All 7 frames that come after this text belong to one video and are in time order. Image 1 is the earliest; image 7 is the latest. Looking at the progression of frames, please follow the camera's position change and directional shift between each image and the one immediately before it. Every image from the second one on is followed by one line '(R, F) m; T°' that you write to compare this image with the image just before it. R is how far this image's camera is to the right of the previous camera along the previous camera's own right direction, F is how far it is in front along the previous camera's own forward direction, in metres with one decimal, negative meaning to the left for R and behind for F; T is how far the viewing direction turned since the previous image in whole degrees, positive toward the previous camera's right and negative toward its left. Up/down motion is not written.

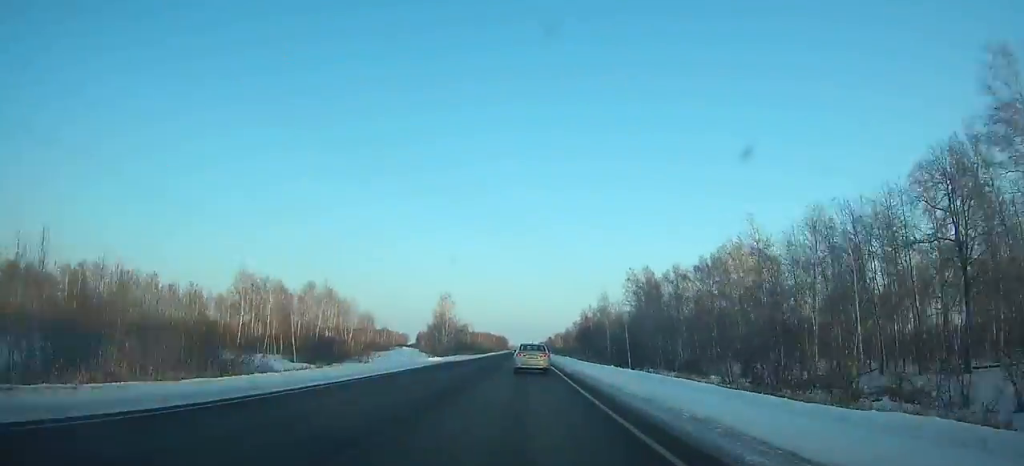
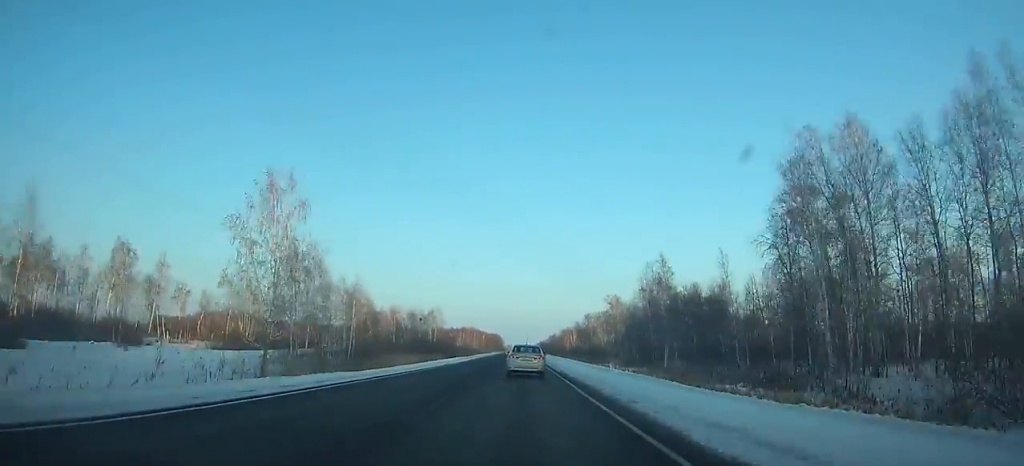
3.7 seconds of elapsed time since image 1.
(+0.1, +90.8) m; 0°
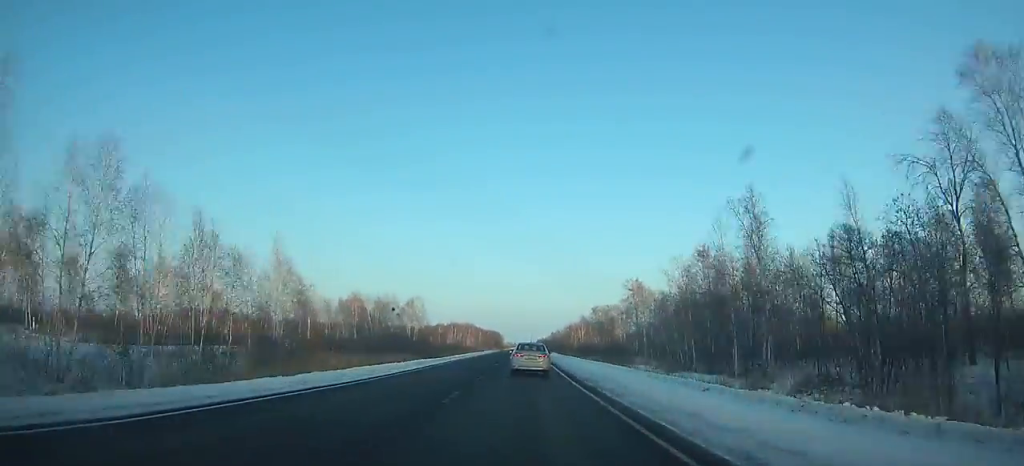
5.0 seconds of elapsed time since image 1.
(-0.1, +31.9) m; 0°
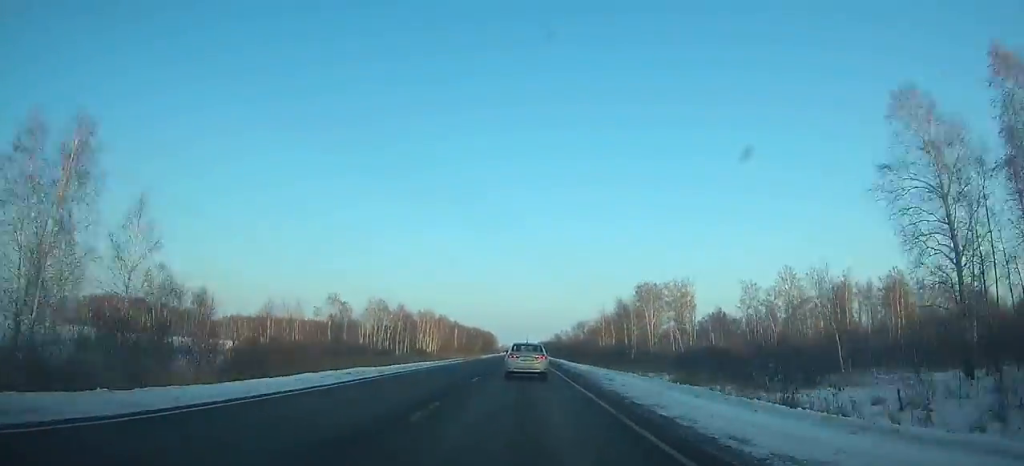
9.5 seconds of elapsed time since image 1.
(+0.5, +110.3) m; 0°
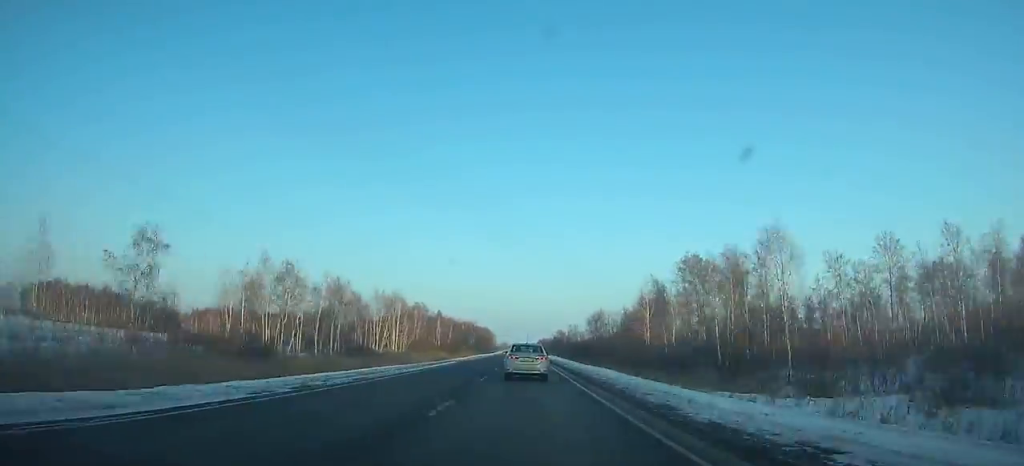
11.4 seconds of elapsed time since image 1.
(+0.1, +46.6) m; 0°
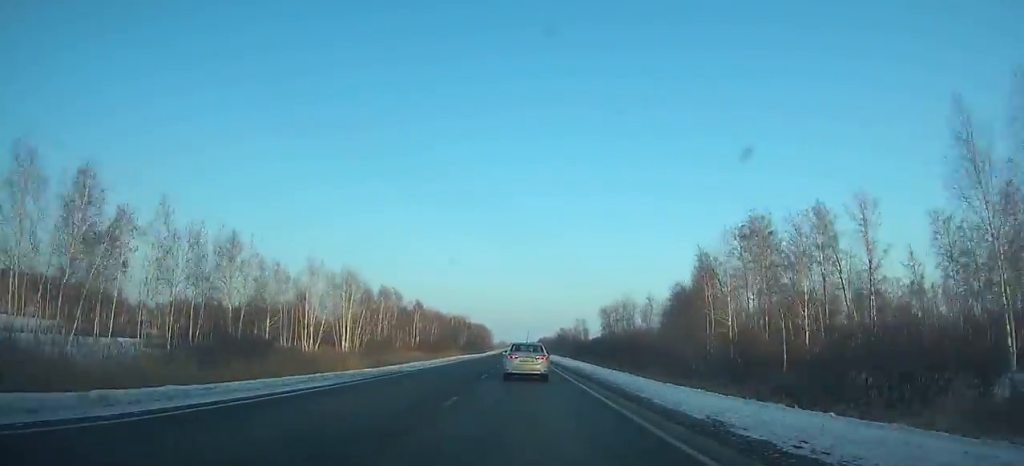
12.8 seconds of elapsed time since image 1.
(0.0, +34.3) m; 0°
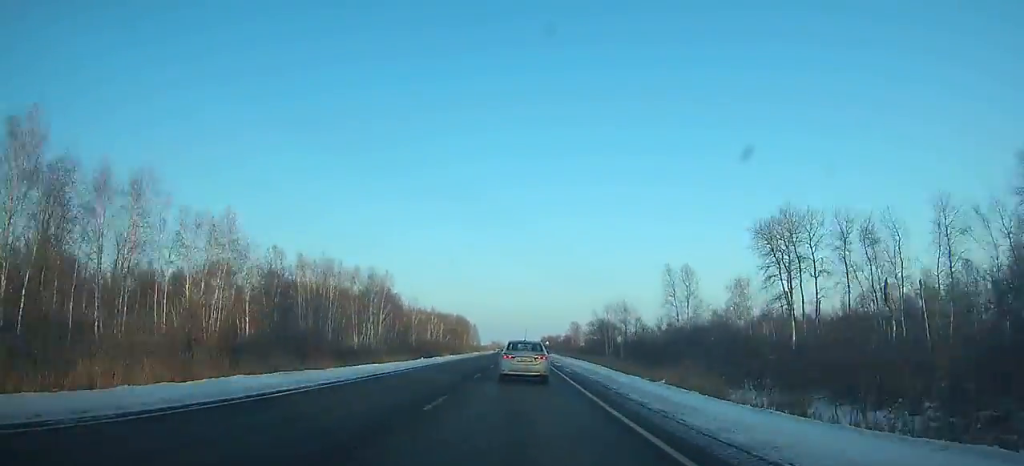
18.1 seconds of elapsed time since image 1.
(+0.5, +129.9) m; 0°
